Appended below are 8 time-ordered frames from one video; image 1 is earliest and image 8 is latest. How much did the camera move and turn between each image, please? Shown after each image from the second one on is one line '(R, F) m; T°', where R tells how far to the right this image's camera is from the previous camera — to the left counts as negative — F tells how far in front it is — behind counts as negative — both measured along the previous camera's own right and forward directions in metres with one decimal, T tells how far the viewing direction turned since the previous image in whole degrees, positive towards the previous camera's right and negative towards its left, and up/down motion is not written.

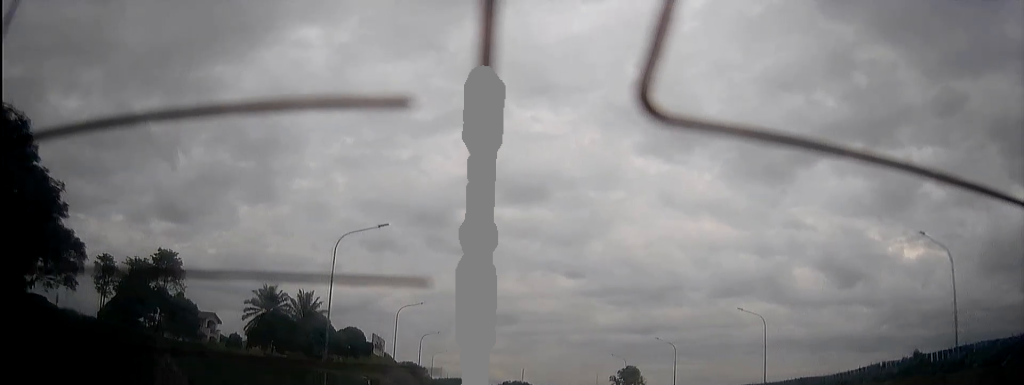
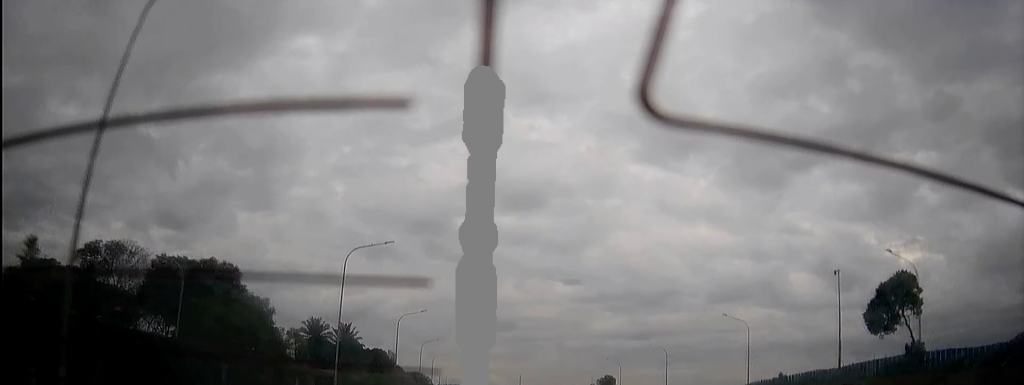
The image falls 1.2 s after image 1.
(0.0, +34.0) m; 0°
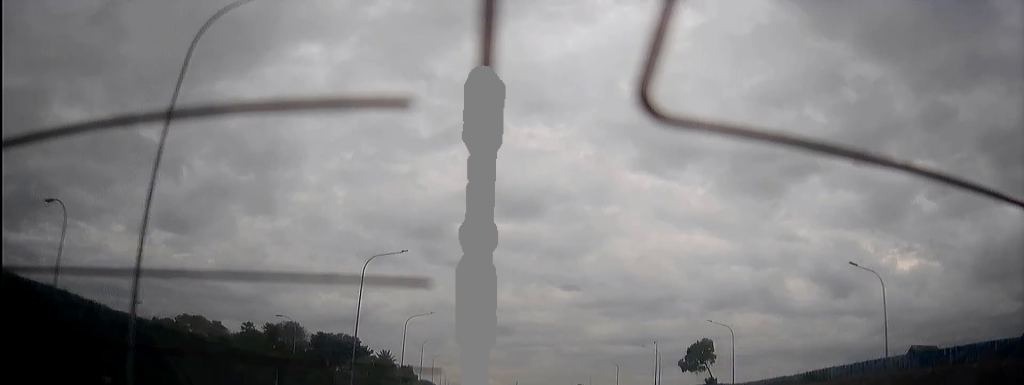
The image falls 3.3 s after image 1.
(0.0, +62.5) m; 0°
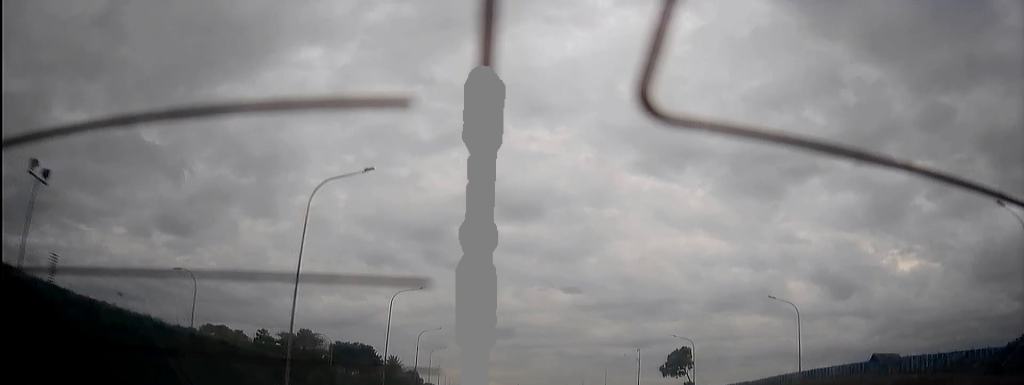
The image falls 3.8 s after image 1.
(0.0, +14.3) m; 0°
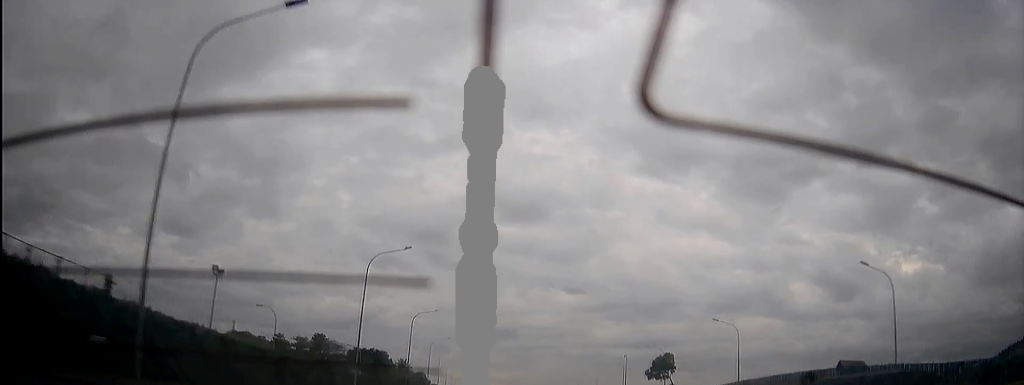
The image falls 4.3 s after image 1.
(0.0, +16.7) m; 0°
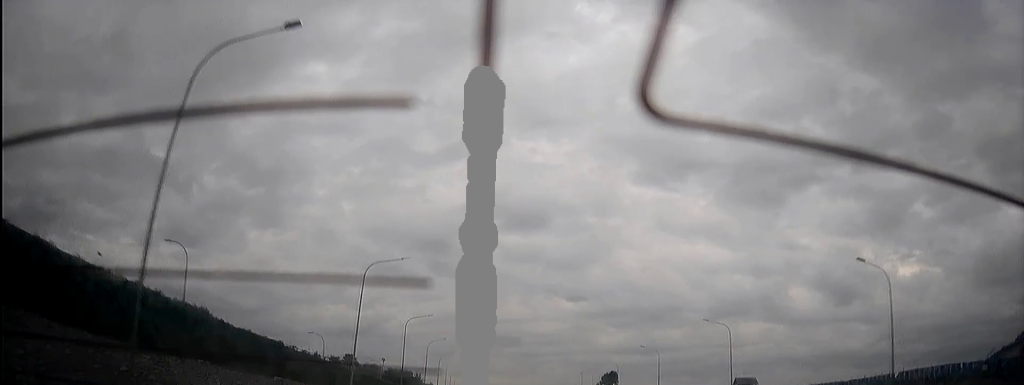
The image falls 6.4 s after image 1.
(+0.4, +62.0) m; 0°
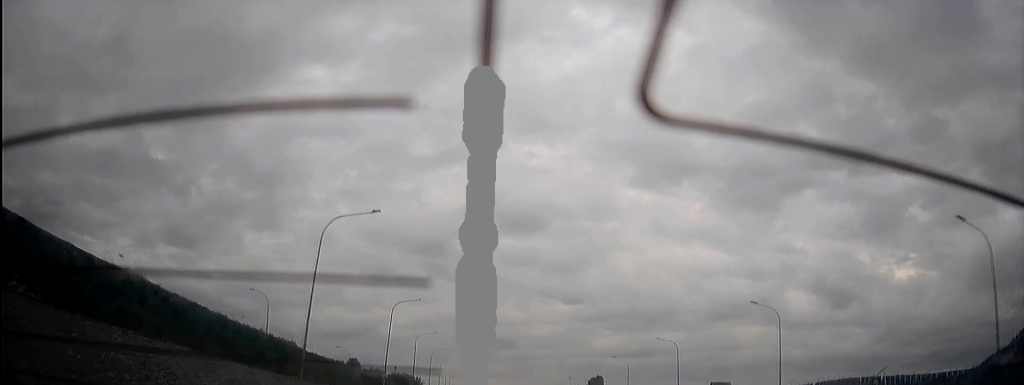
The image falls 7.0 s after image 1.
(0.0, +16.8) m; 0°
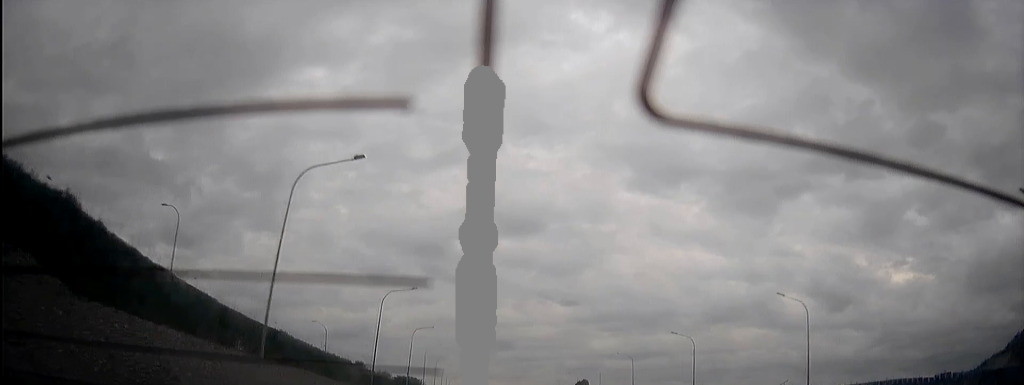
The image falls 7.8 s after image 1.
(-0.1, +25.4) m; 0°
